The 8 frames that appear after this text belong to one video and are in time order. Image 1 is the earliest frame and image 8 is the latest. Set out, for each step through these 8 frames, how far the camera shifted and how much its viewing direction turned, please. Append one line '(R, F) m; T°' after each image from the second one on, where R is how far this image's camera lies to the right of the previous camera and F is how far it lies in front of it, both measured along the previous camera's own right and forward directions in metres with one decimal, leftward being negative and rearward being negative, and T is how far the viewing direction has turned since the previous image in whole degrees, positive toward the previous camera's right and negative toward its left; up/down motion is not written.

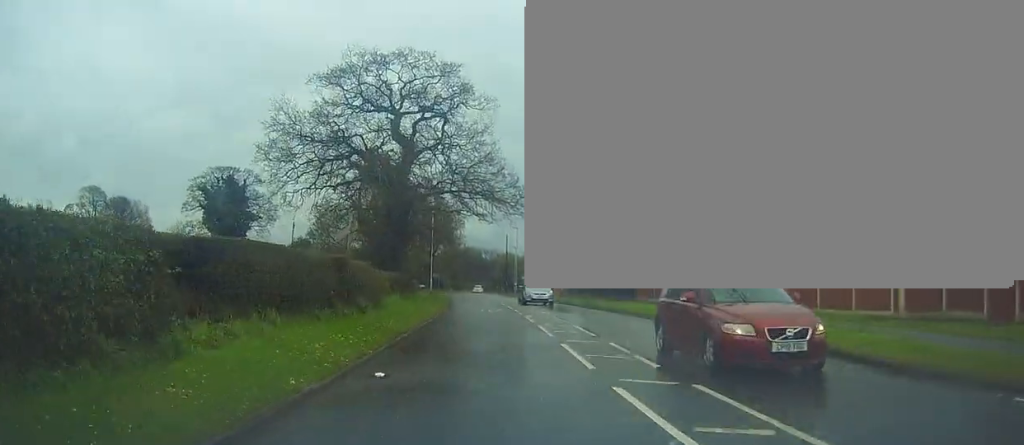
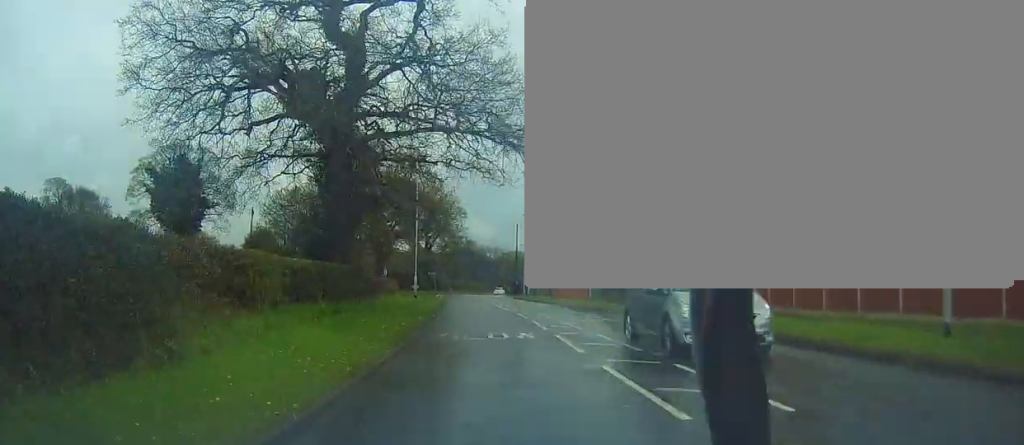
(-0.3, +15.7) m; 0°
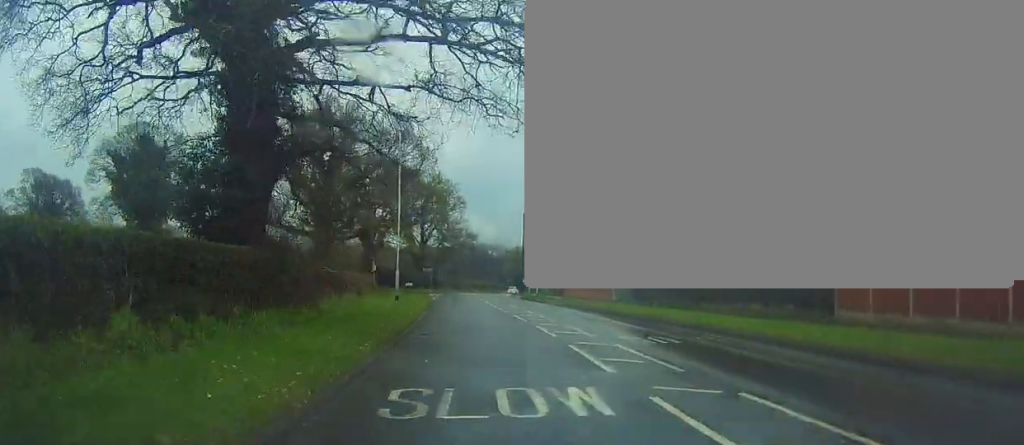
(+0.1, +8.9) m; 0°
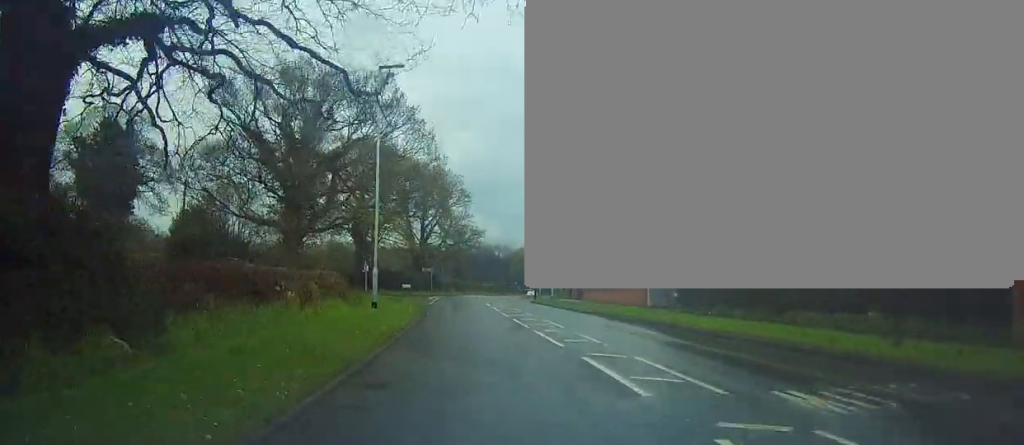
(+0.1, +7.9) m; -1°
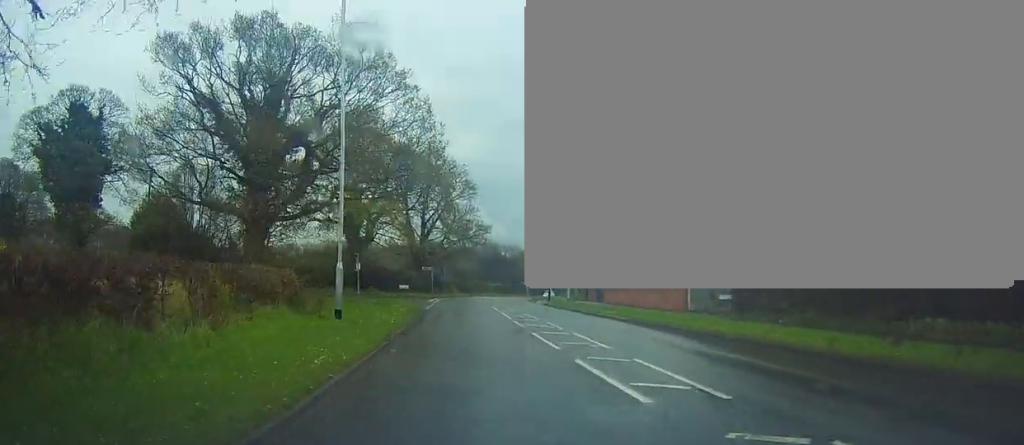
(-0.3, +6.5) m; 0°
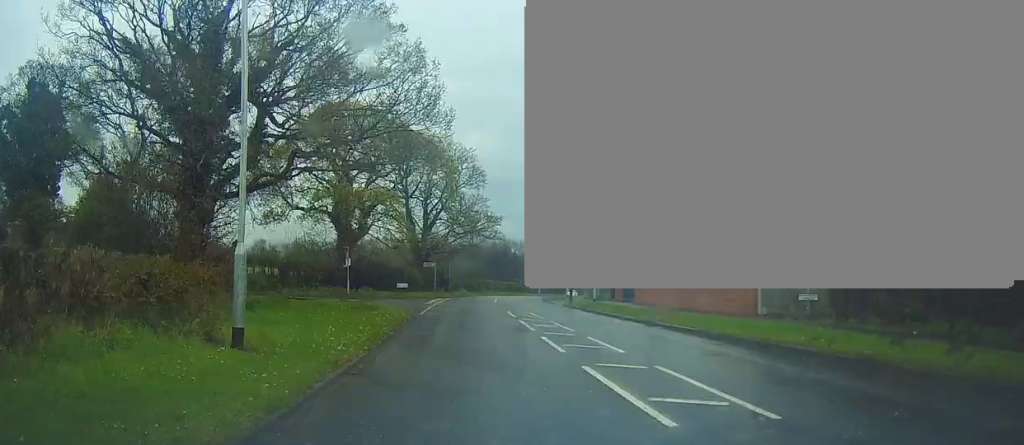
(+0.1, +7.2) m; 0°
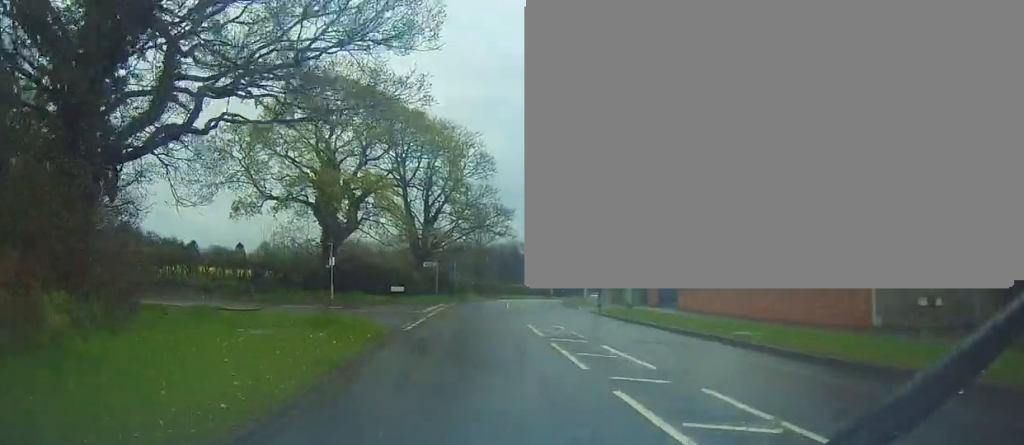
(+0.3, +7.2) m; 0°
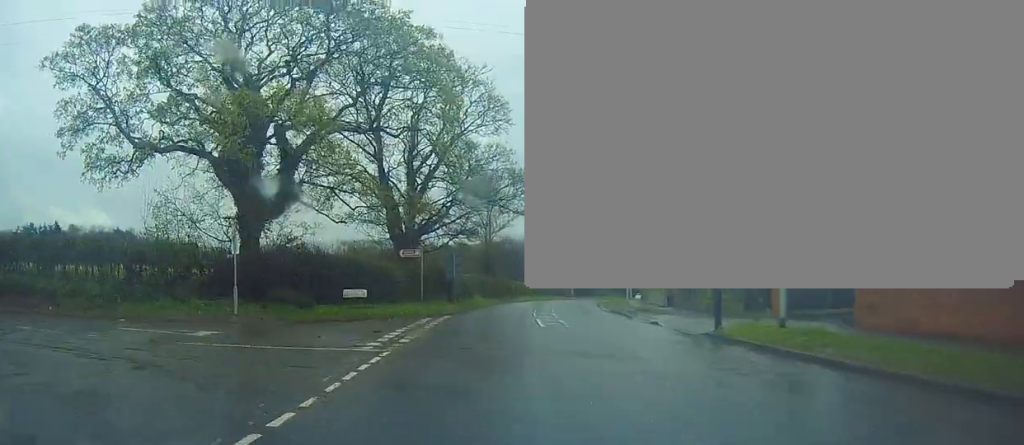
(-0.8, +15.9) m; -3°
